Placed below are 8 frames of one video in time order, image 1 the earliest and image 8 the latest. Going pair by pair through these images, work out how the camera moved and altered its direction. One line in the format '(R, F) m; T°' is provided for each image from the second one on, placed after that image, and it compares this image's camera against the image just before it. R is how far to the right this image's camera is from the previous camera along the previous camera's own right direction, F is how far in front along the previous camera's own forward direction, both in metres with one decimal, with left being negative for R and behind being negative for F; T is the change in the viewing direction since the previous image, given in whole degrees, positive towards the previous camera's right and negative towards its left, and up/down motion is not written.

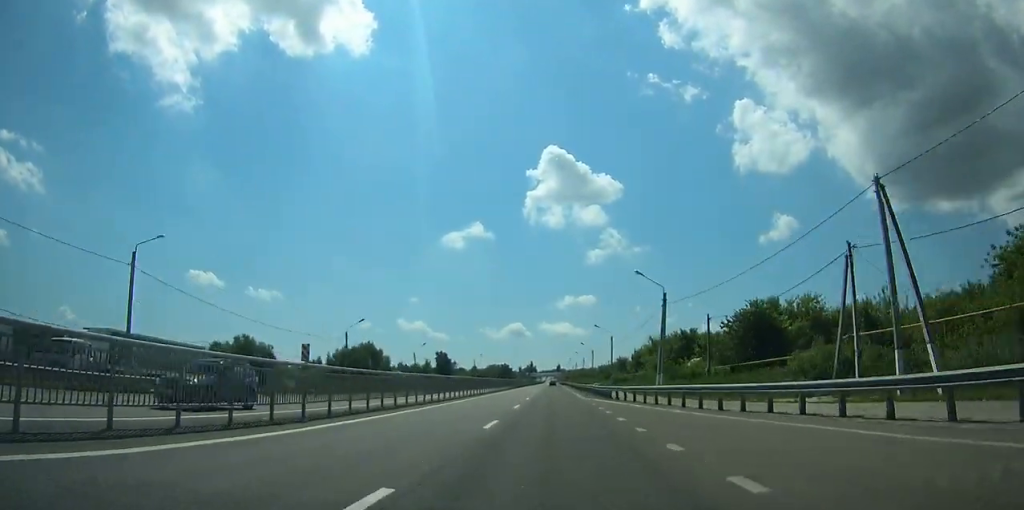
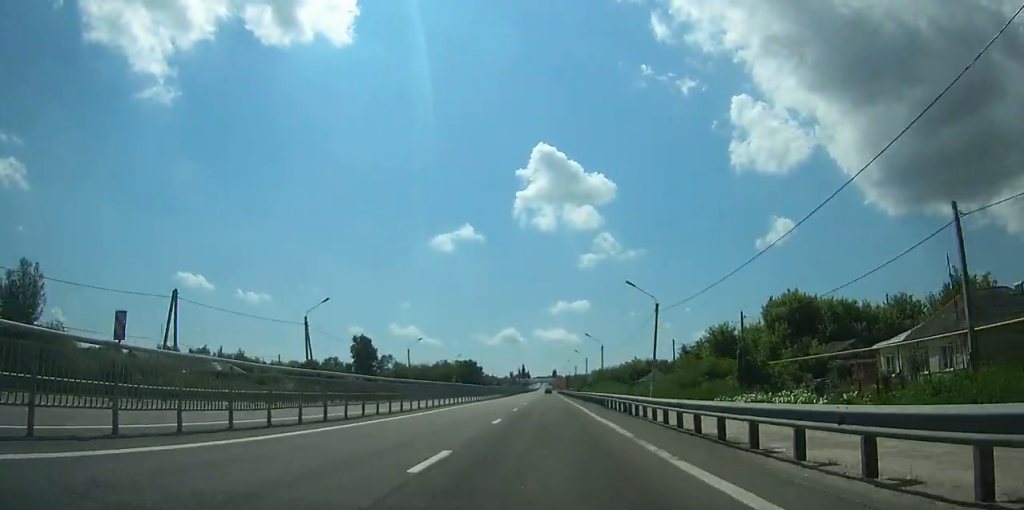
(+0.3, +113.4) m; 0°
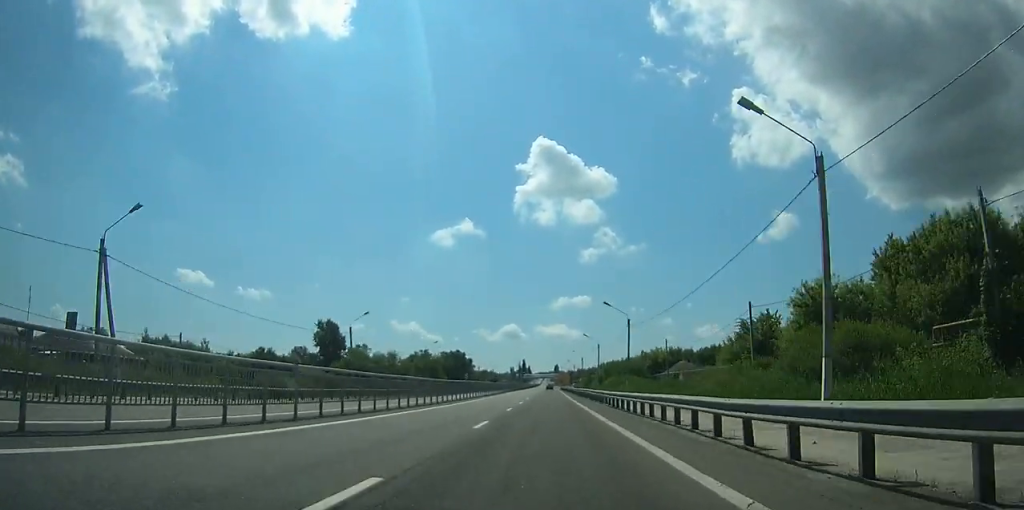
(0.0, +28.7) m; 0°
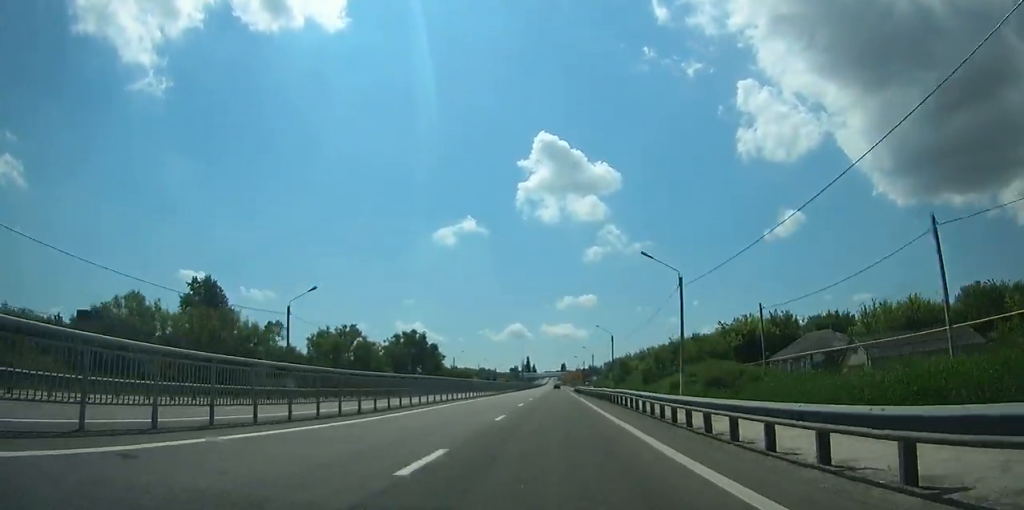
(-0.2, +58.4) m; 0°
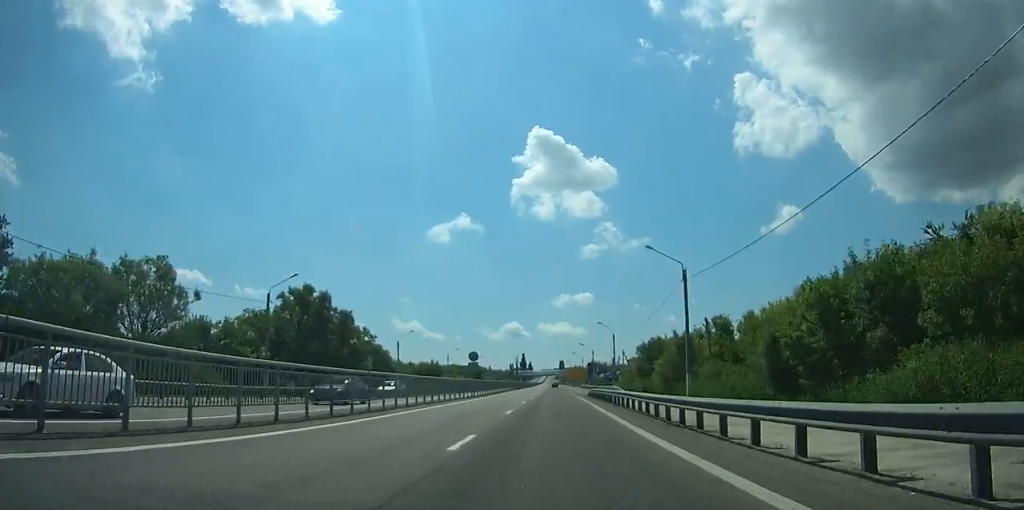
(0.0, +44.0) m; 0°
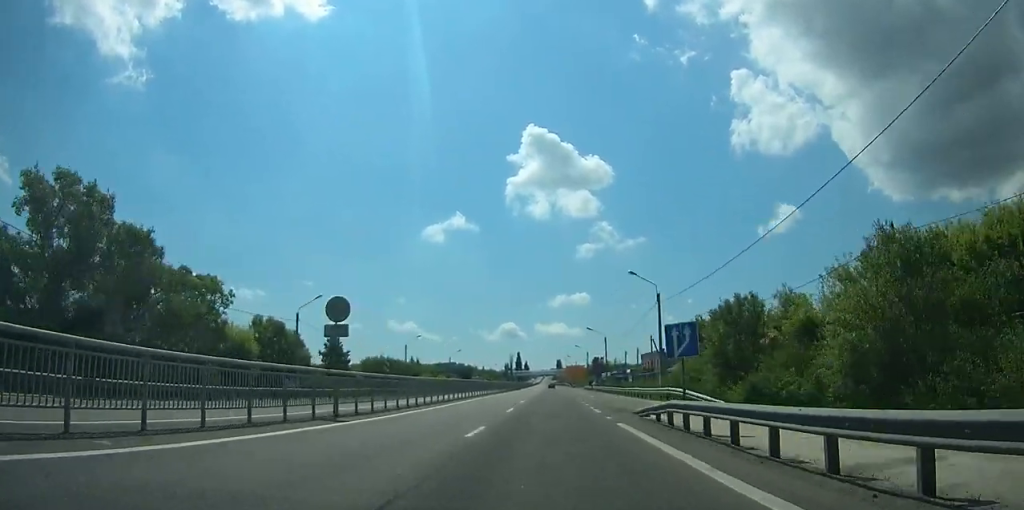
(+0.1, +32.0) m; 0°
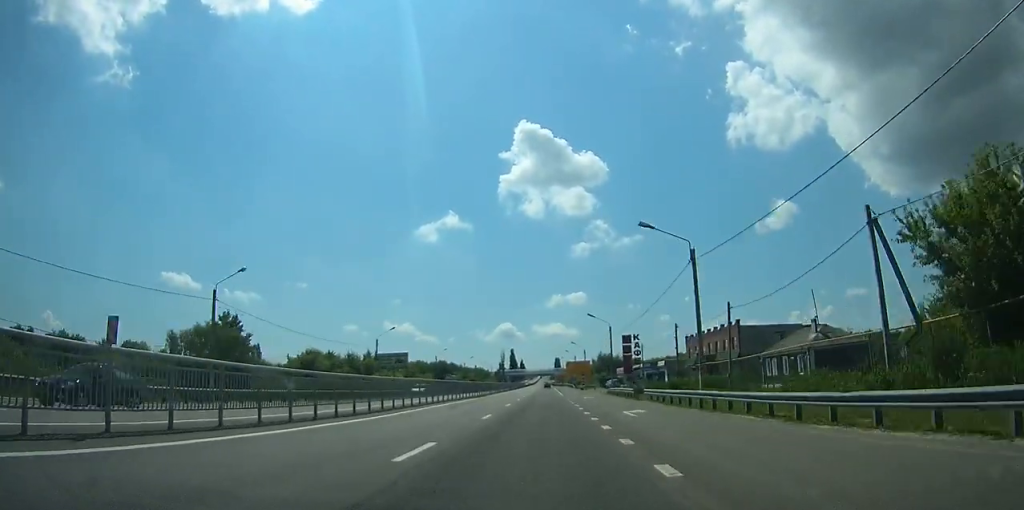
(+0.1, +51.2) m; 0°
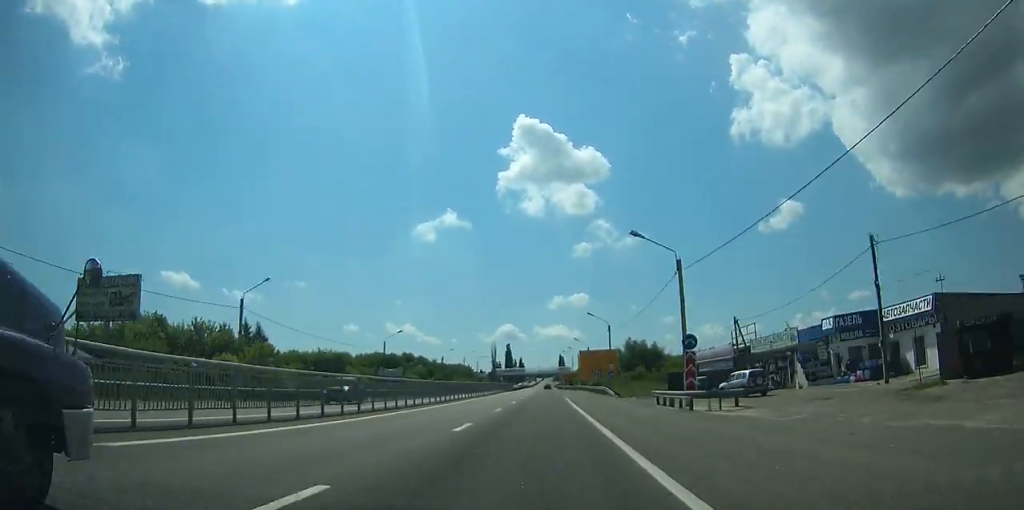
(-0.3, +79.3) m; 0°
